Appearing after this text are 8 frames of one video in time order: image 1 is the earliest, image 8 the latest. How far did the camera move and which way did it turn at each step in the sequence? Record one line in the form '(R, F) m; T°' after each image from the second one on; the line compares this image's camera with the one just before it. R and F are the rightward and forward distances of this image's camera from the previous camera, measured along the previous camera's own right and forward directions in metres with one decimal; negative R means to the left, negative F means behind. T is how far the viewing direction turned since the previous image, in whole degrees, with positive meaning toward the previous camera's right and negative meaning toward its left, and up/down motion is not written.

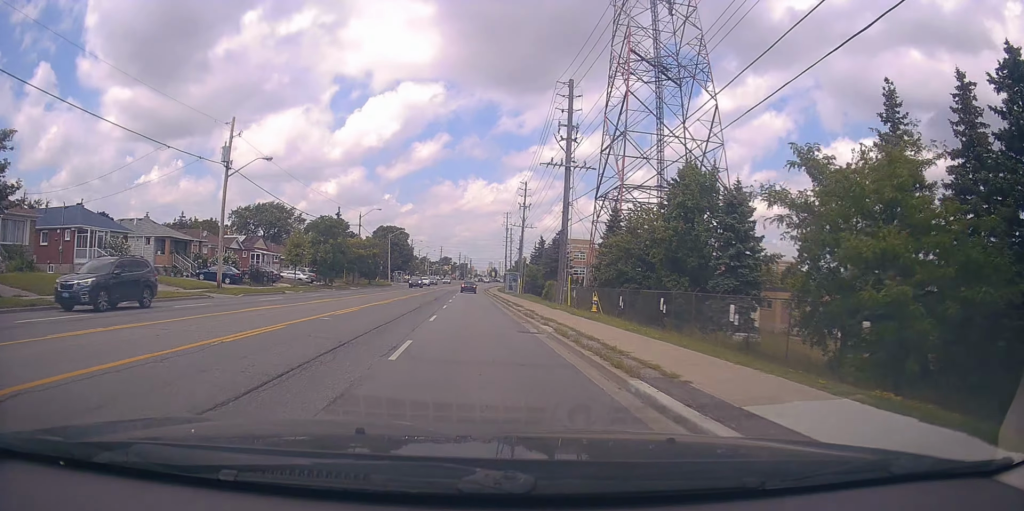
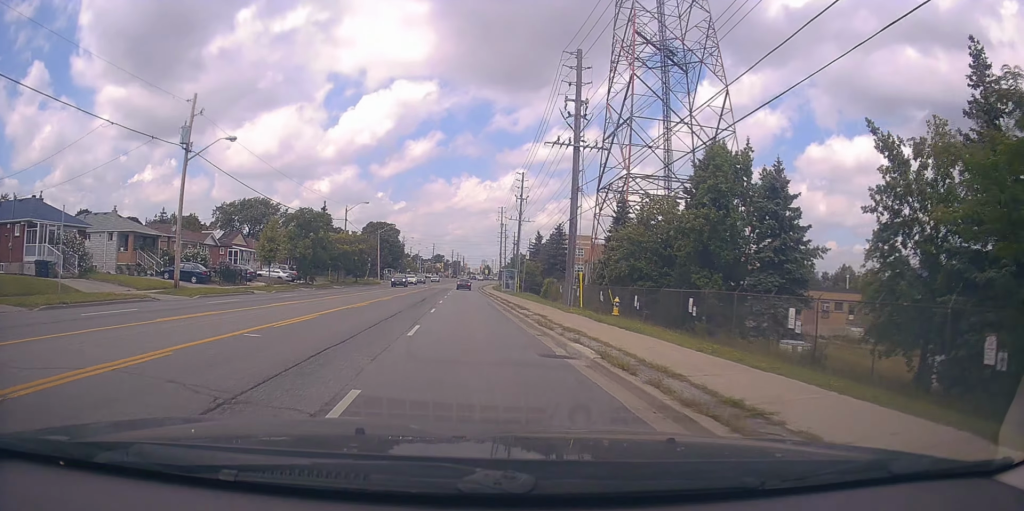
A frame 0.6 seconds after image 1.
(0.0, +4.7) m; +2°
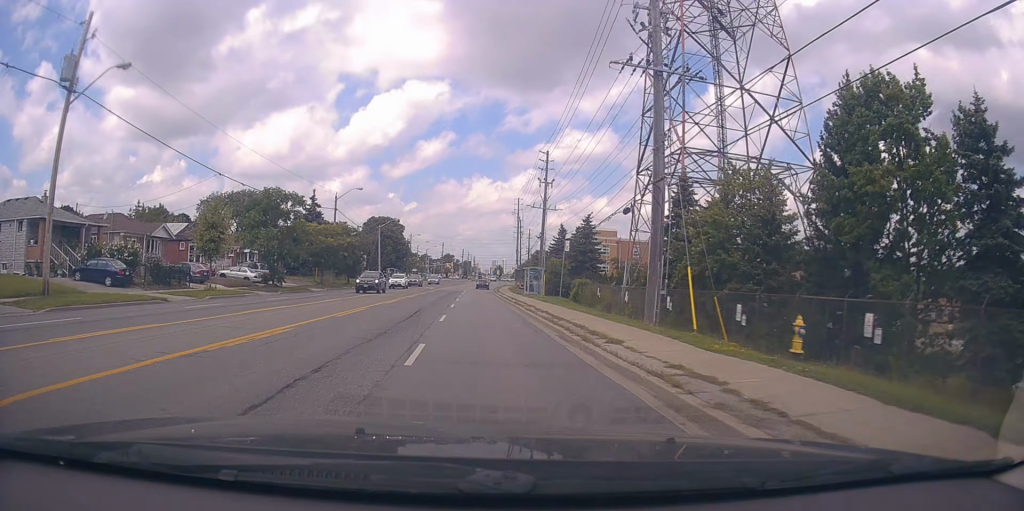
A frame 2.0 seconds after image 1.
(+0.6, +11.3) m; +2°
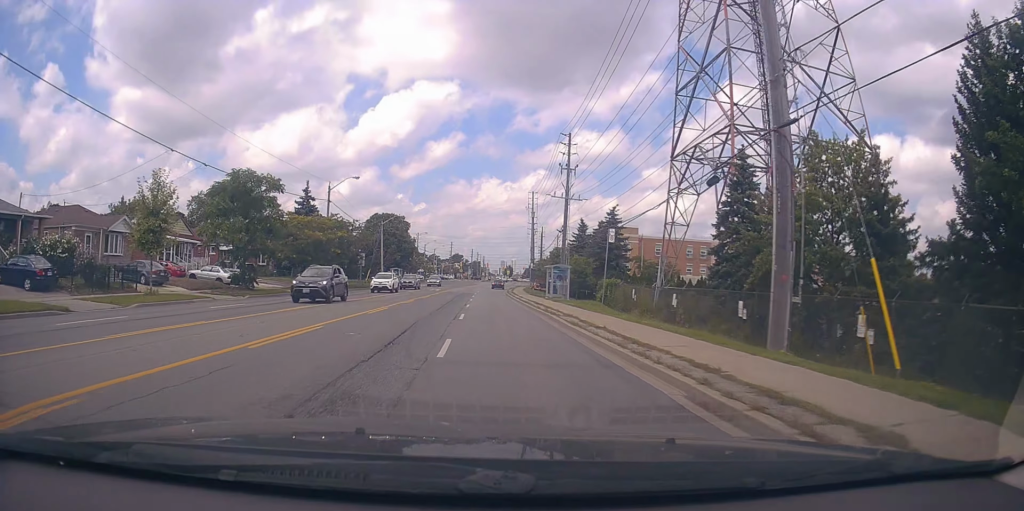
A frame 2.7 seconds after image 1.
(-0.1, +7.2) m; -1°
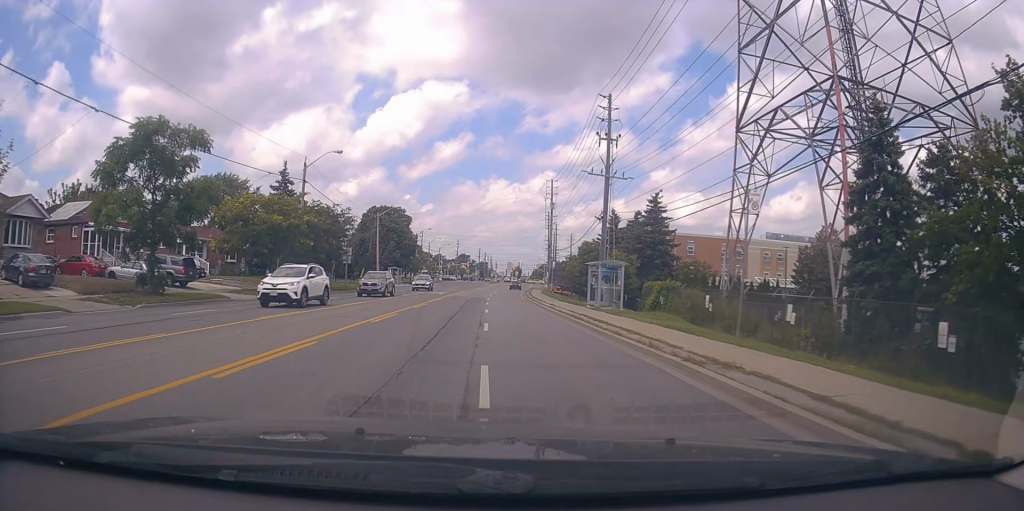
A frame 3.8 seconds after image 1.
(+0.1, +11.7) m; -1°
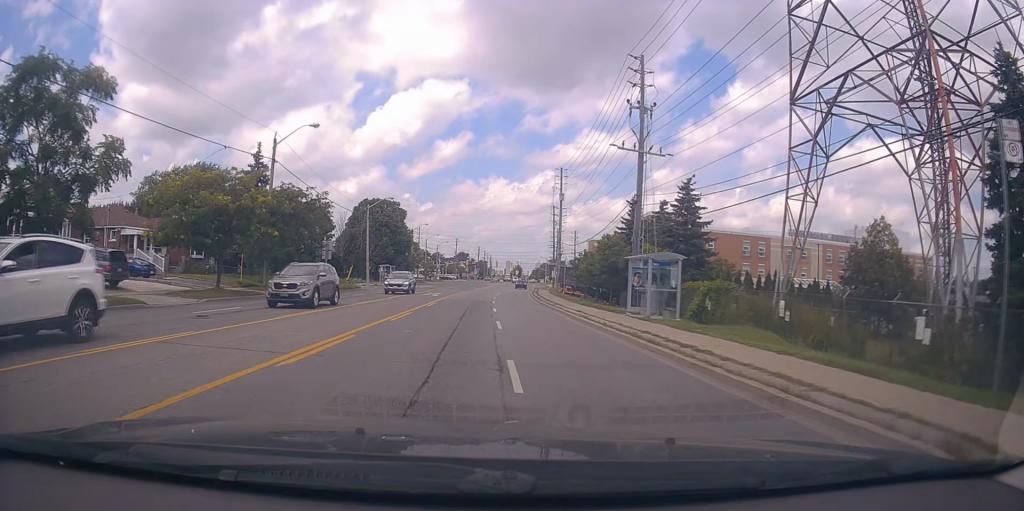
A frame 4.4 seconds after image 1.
(0.0, +7.7) m; -1°
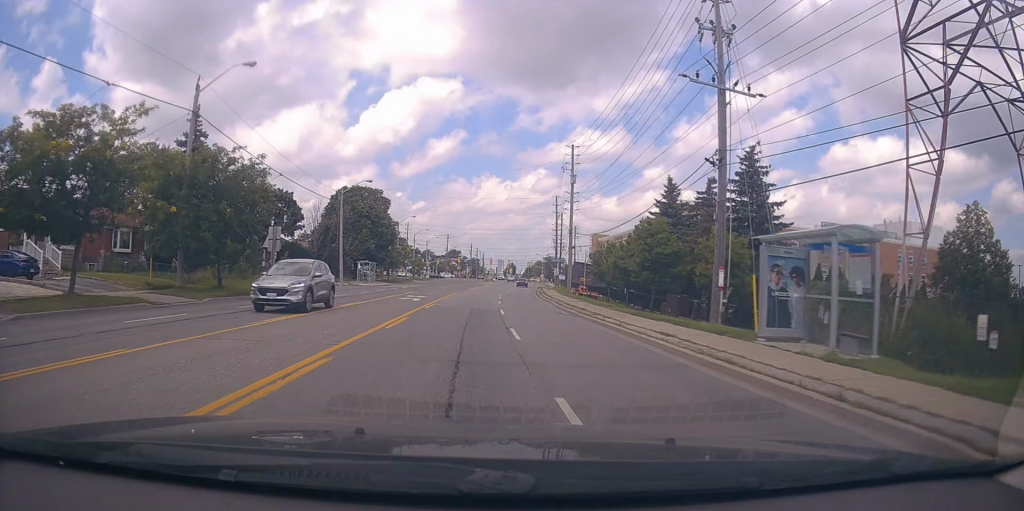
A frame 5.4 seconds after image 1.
(-0.3, +11.6) m; 0°
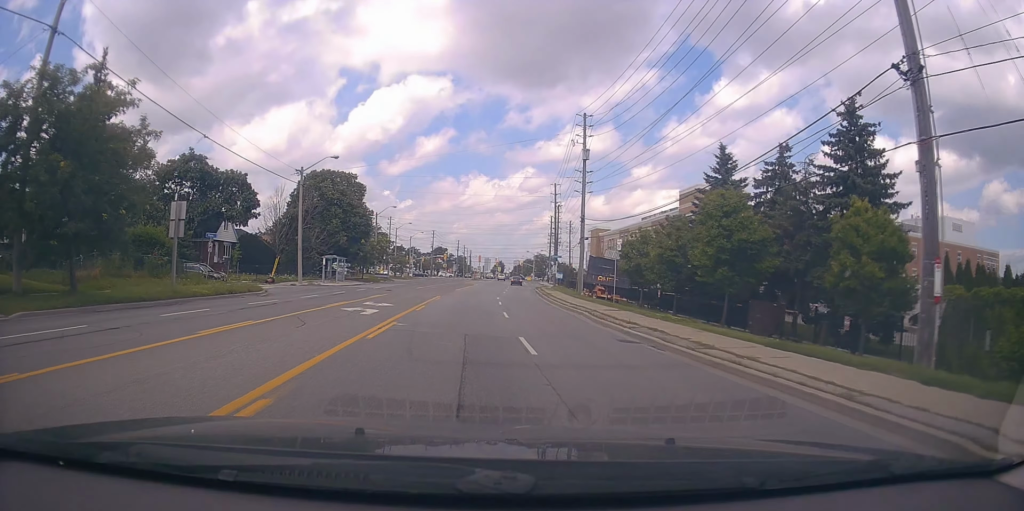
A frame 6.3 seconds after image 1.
(+0.4, +11.6) m; 0°
